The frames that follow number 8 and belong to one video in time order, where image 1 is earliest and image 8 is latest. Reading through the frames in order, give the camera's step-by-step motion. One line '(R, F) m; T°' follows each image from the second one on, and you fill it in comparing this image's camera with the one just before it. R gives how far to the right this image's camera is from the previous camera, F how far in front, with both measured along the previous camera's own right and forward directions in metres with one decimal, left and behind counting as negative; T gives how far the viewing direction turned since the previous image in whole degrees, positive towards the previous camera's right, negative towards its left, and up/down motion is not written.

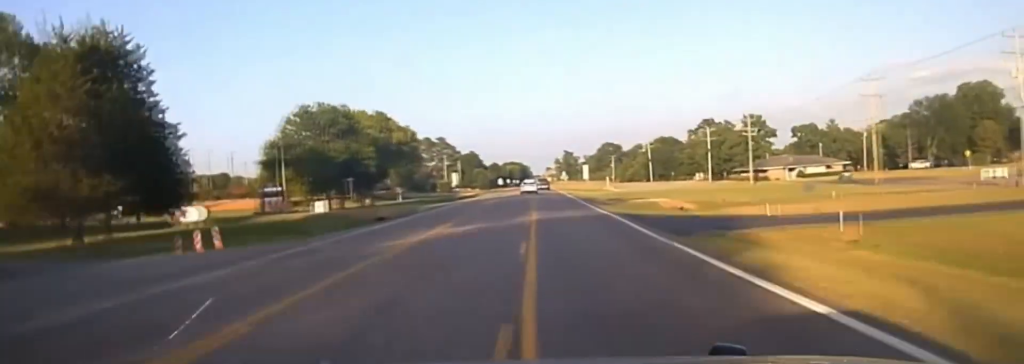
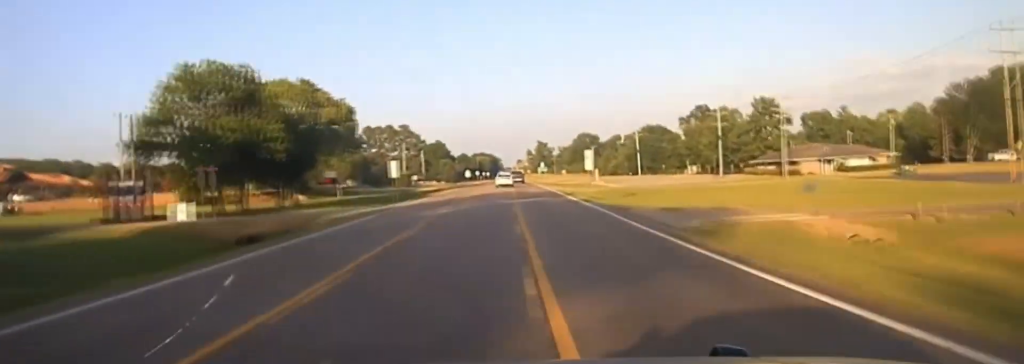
(+0.1, +29.9) m; +1°
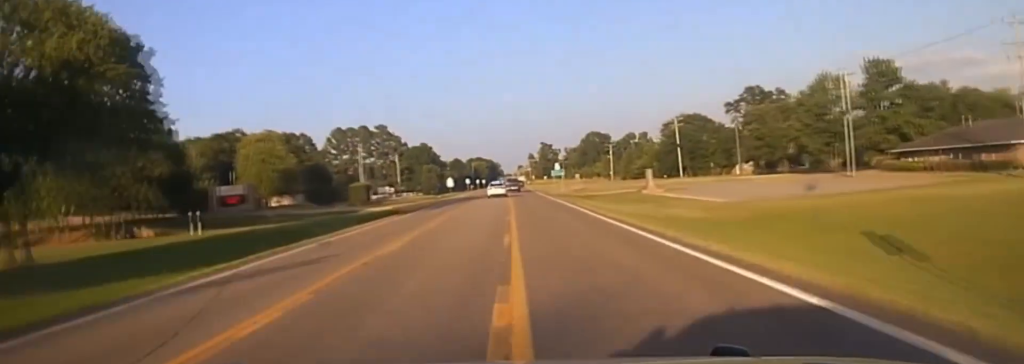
(+1.1, +60.9) m; +1°
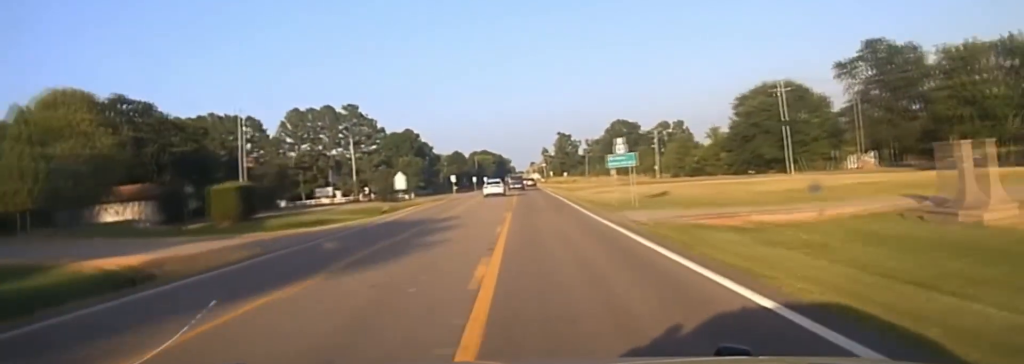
(-0.5, +67.9) m; 0°
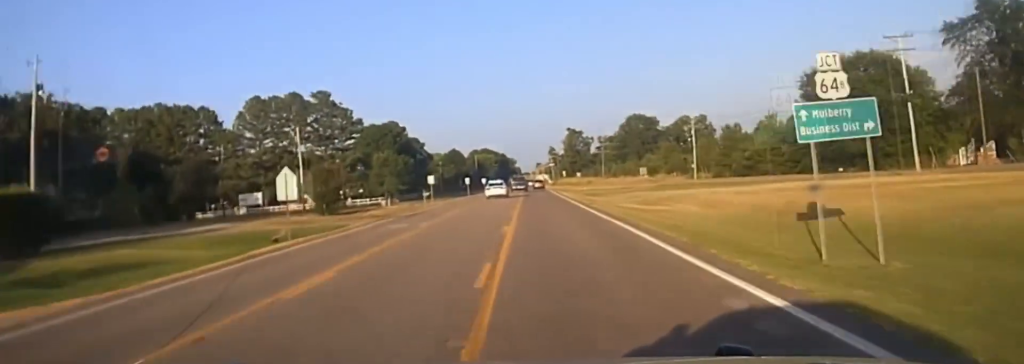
(0.0, +34.7) m; 0°
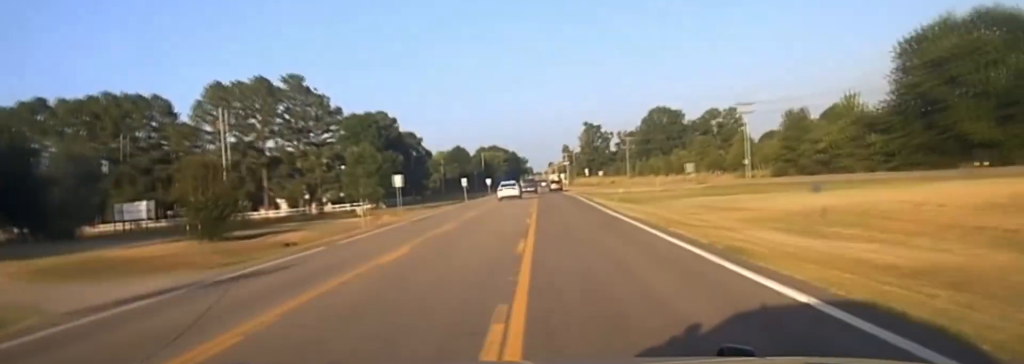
(+0.1, +31.1) m; 0°
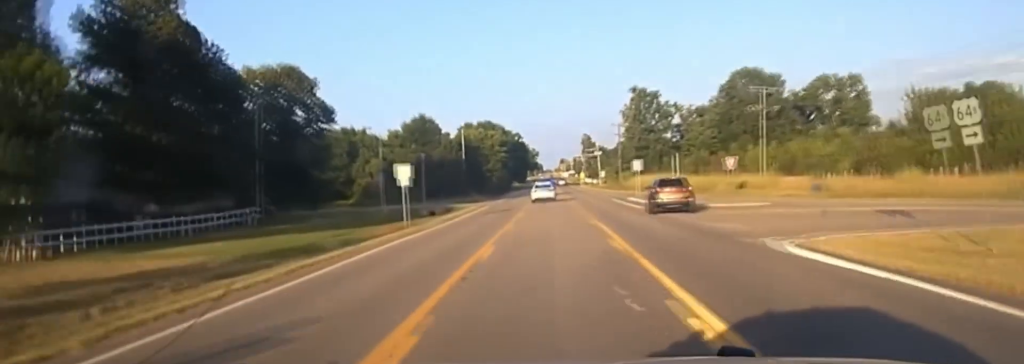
(-1.3, +109.9) m; -1°
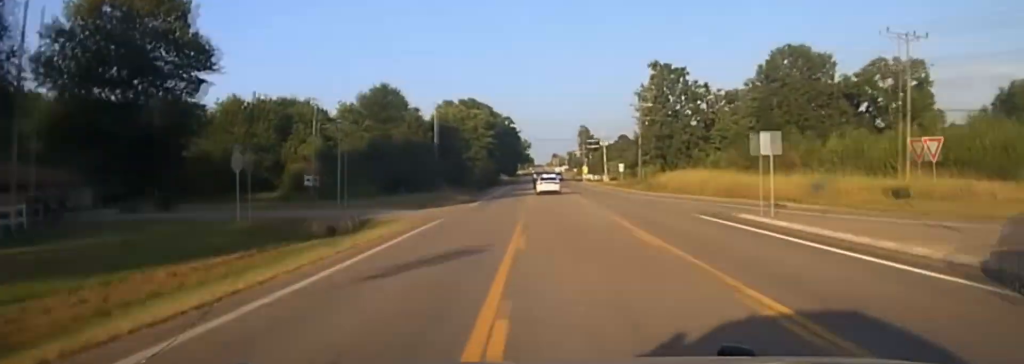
(0.0, +36.2) m; 0°
